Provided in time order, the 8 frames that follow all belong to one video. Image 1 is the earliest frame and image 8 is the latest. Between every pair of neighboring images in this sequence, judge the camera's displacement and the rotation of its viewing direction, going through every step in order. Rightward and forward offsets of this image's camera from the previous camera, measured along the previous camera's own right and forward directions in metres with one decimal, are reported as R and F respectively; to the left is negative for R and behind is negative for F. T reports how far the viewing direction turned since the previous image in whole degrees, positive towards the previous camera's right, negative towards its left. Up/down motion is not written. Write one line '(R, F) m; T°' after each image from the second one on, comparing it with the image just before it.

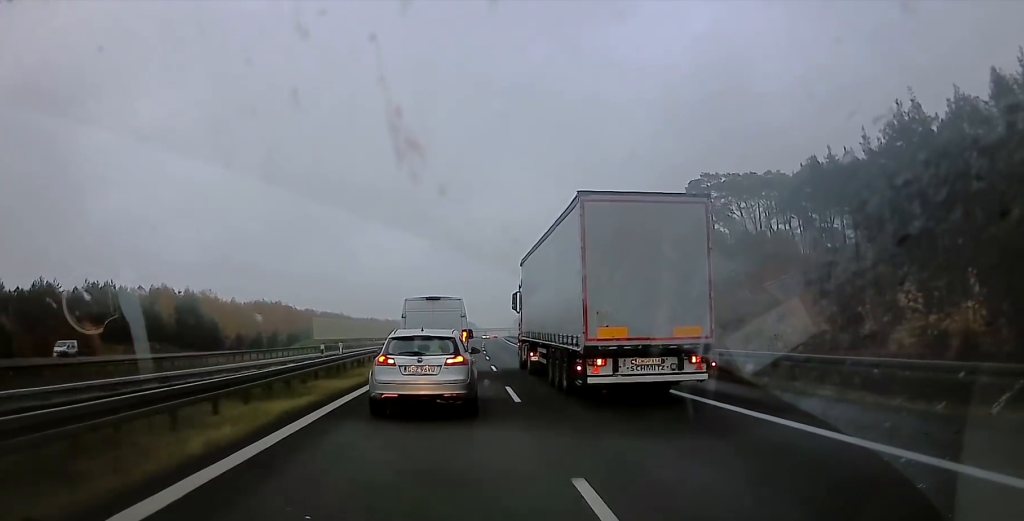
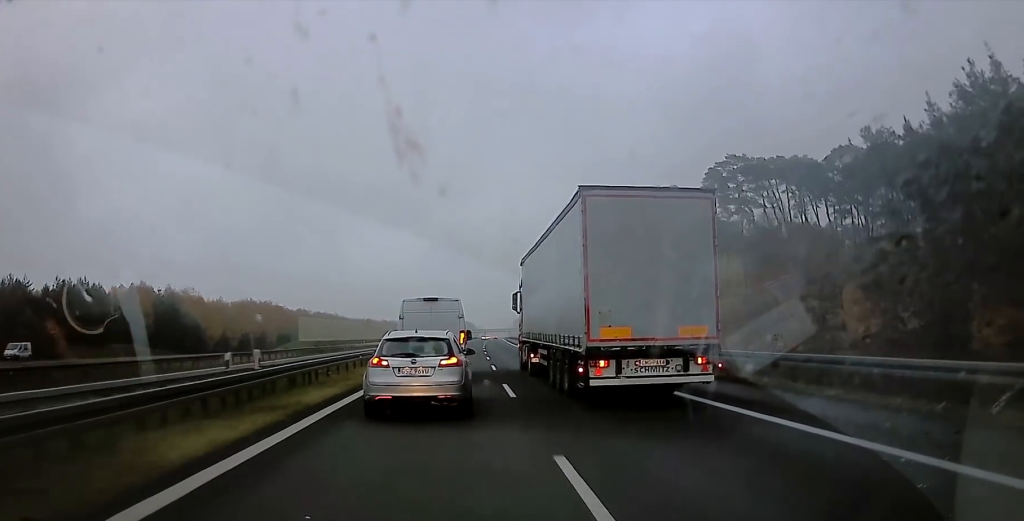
(-0.1, +10.7) m; 0°
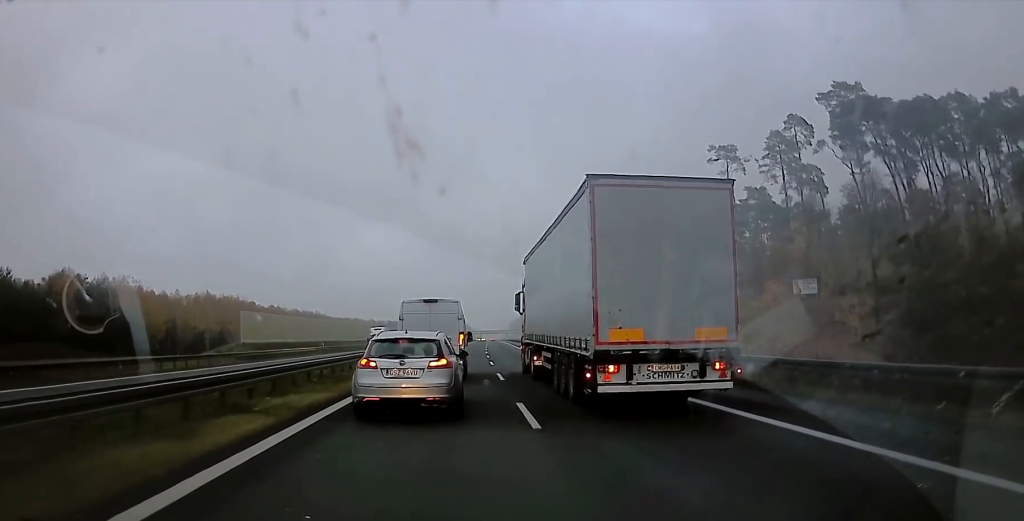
(-0.5, +30.0) m; -2°
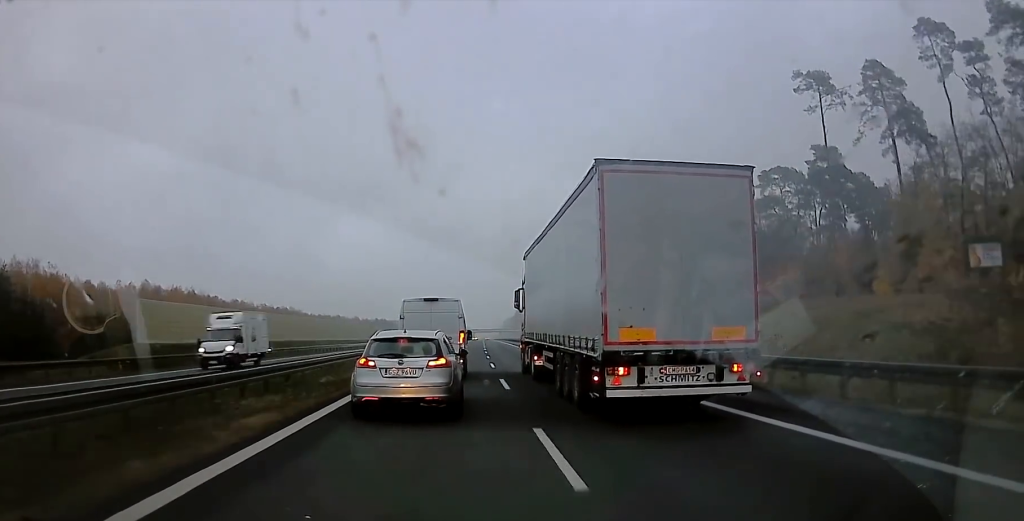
(-0.5, +29.8) m; +1°
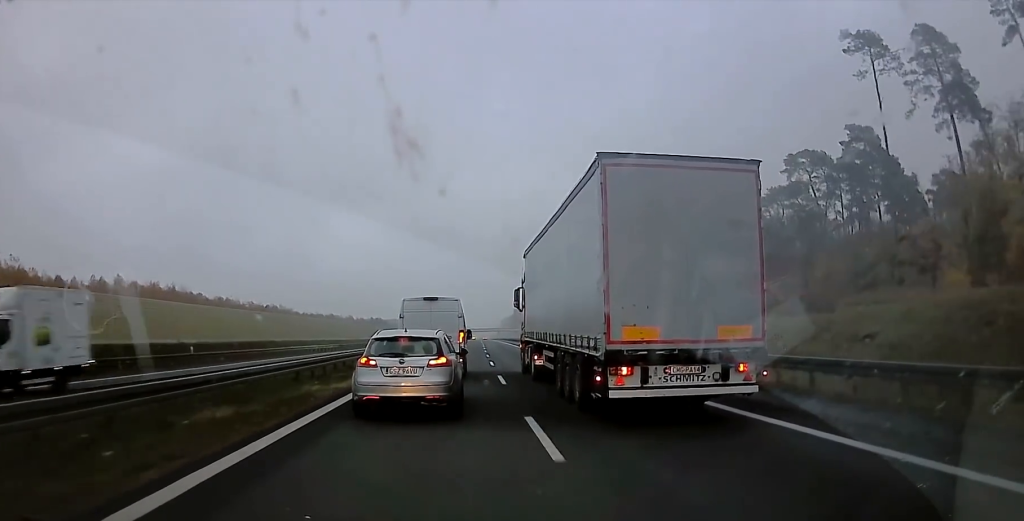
(-0.1, +11.3) m; +1°
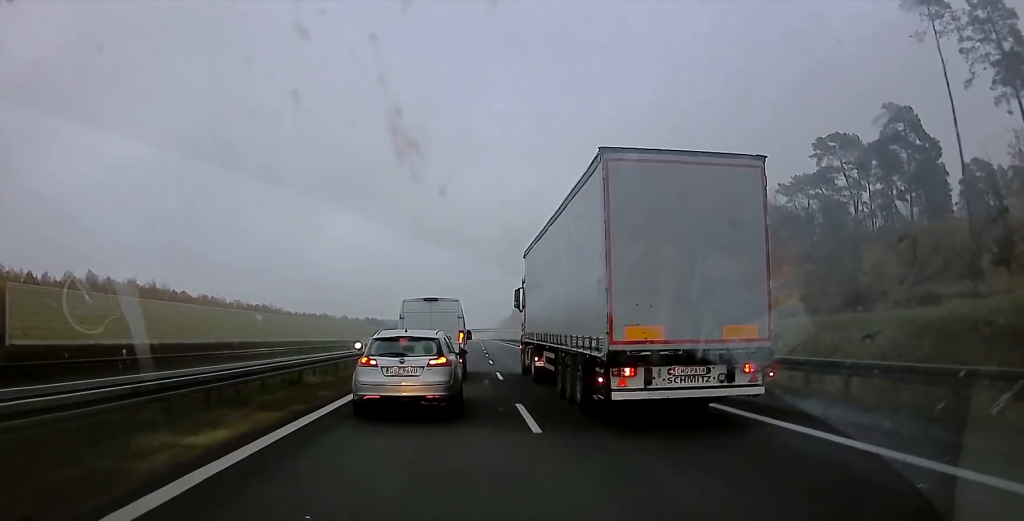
(+0.5, +10.7) m; +1°
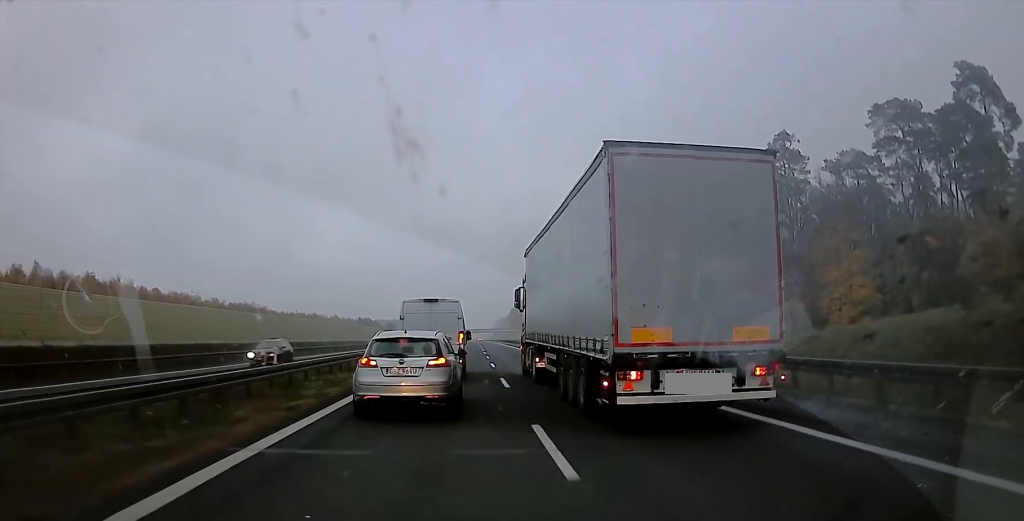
(+0.4, +17.0) m; +1°
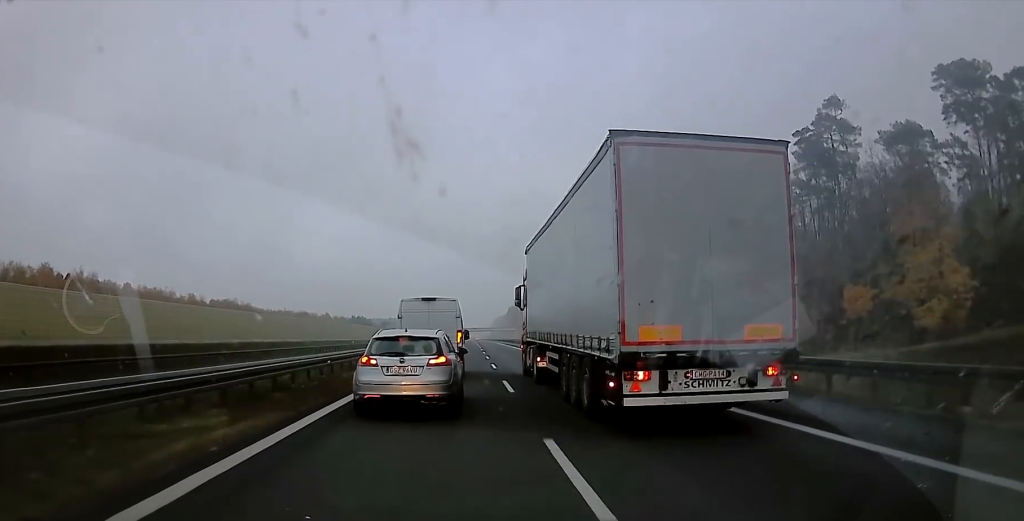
(0.0, +15.6) m; 0°
